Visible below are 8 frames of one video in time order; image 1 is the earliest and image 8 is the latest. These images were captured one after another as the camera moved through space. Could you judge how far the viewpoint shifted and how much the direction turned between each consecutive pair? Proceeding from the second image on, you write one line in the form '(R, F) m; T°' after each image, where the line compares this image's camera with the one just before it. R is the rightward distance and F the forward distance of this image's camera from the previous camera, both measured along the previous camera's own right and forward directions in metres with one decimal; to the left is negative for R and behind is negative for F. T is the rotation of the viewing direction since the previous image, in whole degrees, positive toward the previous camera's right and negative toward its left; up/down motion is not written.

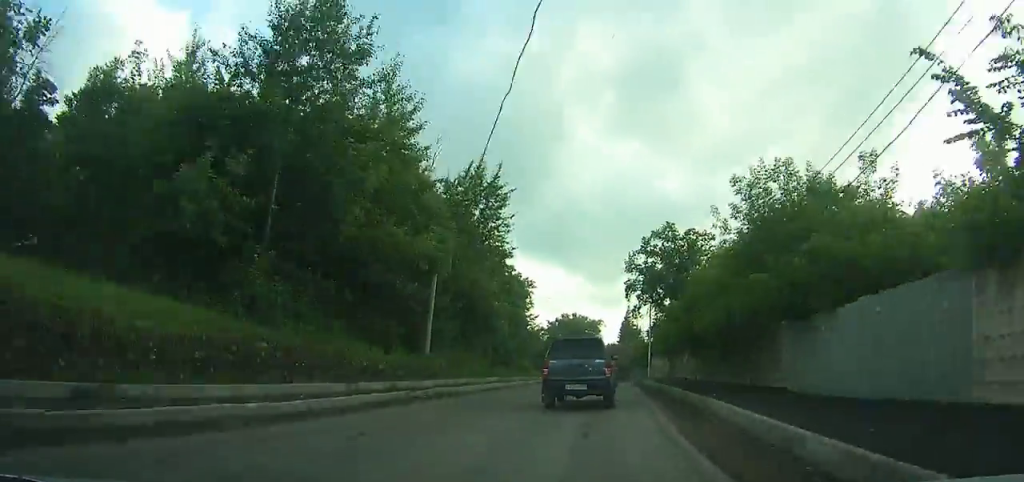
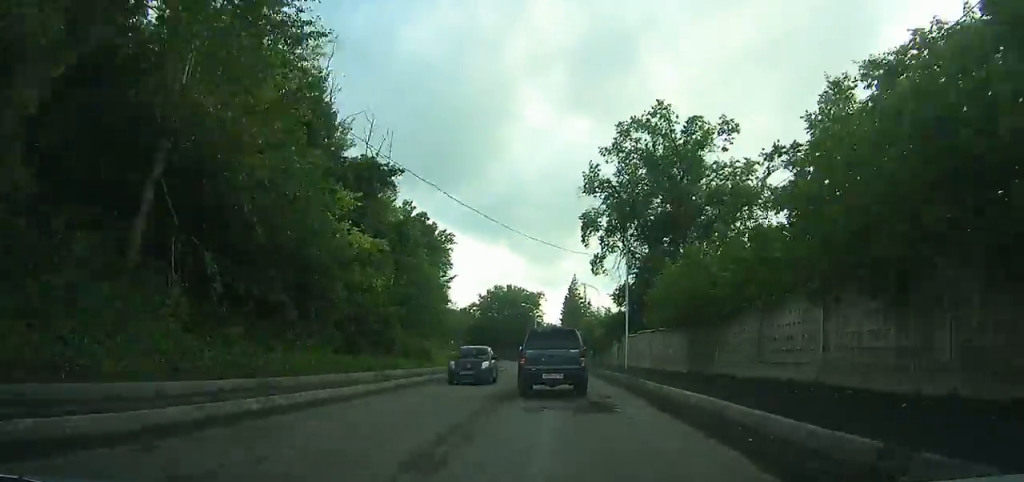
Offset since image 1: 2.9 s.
(+1.6, +24.2) m; +5°
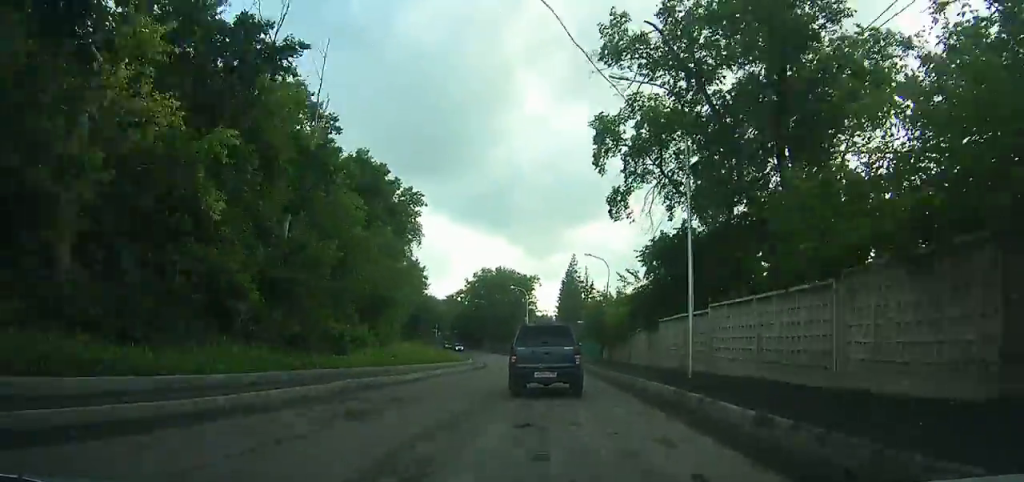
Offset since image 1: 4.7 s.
(+0.4, +16.2) m; +1°
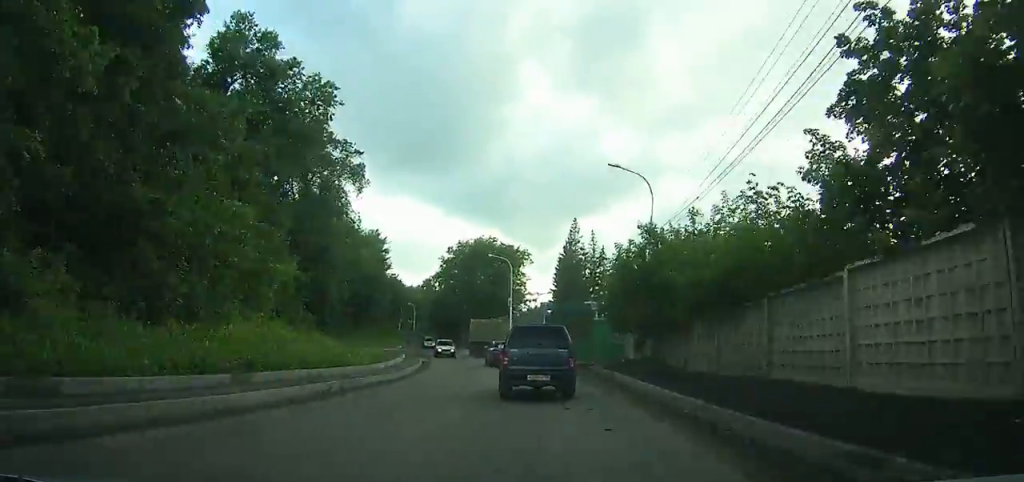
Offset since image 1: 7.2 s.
(+0.2, +23.6) m; -1°
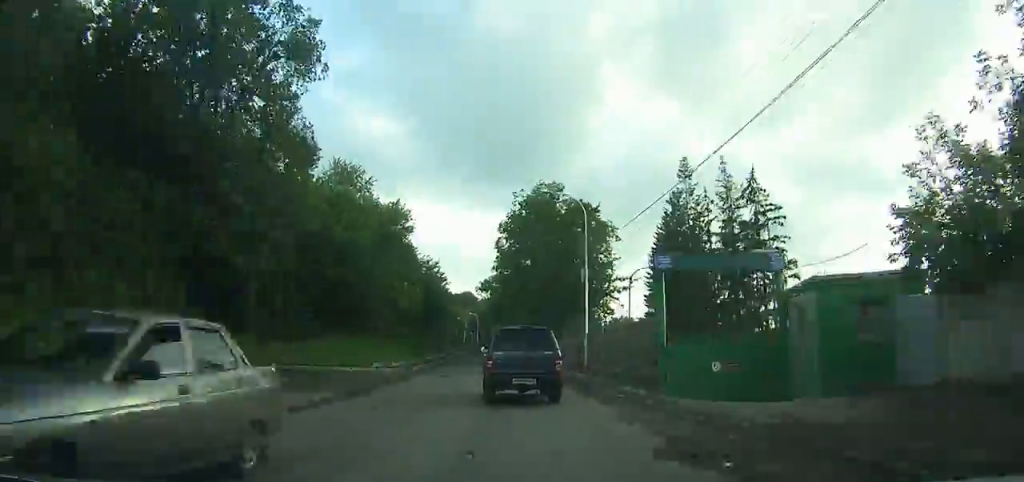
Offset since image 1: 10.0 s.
(-0.5, +27.6) m; -5°
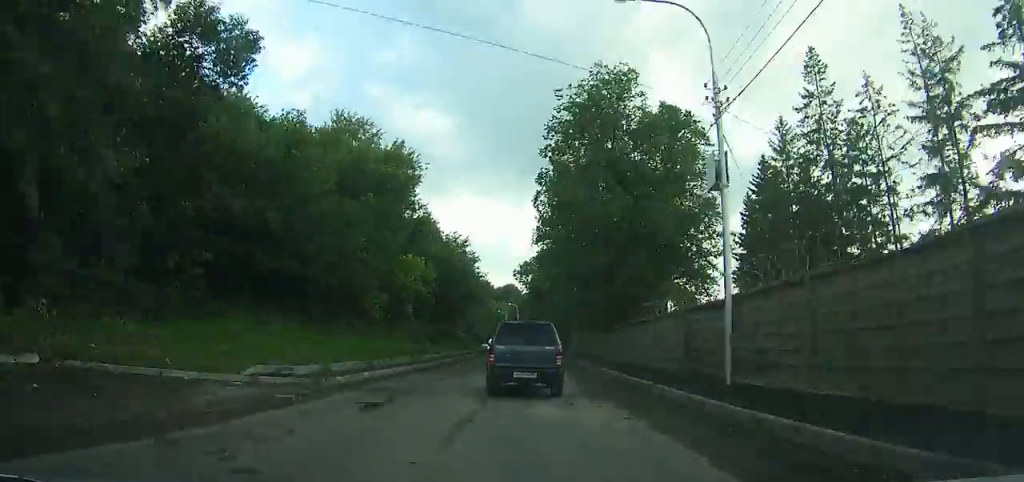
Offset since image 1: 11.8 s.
(-1.0, +18.1) m; -3°
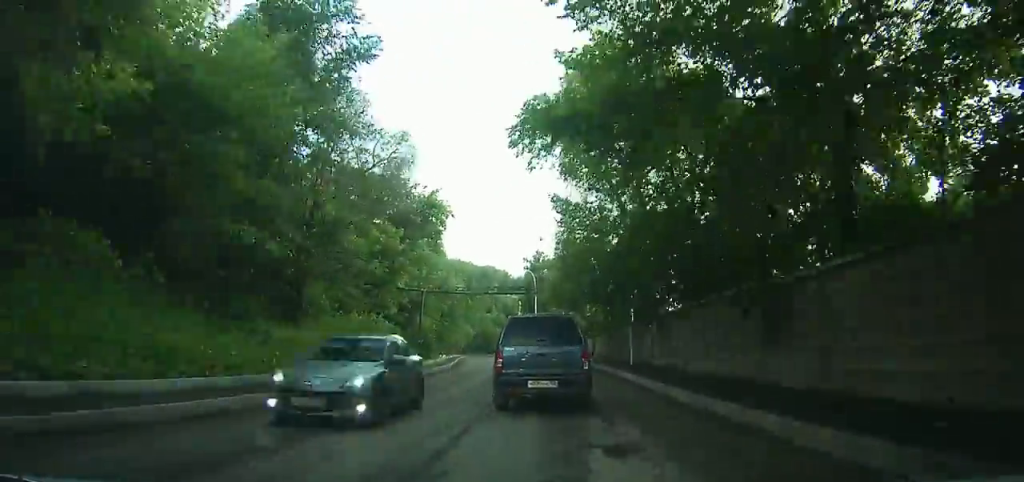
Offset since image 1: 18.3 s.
(-2.4, +62.8) m; -4°
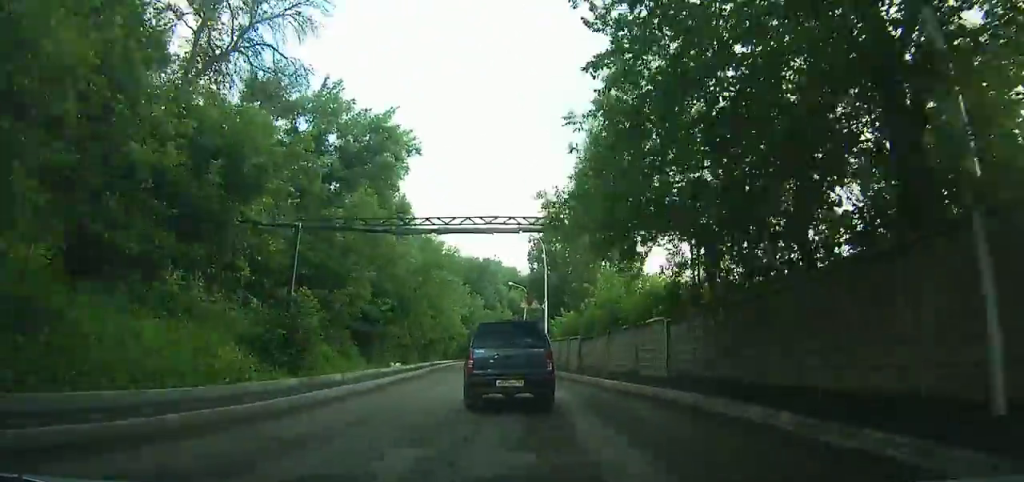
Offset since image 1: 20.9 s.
(-0.7, +23.0) m; -3°
